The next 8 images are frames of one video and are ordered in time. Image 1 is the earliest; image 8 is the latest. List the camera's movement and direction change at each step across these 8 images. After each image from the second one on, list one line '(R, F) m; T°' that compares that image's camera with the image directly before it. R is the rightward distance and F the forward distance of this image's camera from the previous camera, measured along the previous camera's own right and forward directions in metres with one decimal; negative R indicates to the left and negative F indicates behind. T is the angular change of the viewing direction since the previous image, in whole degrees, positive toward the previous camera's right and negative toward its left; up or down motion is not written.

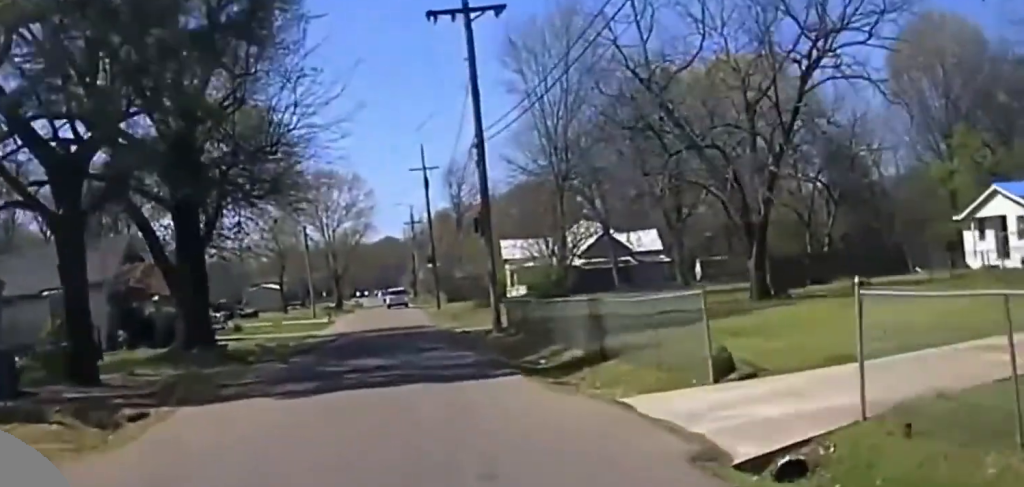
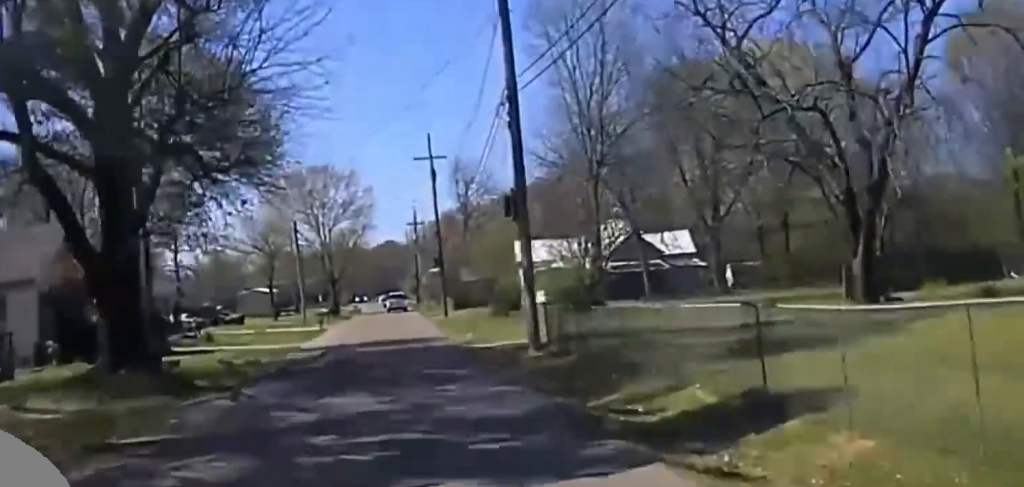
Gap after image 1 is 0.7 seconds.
(+0.1, +8.8) m; 0°
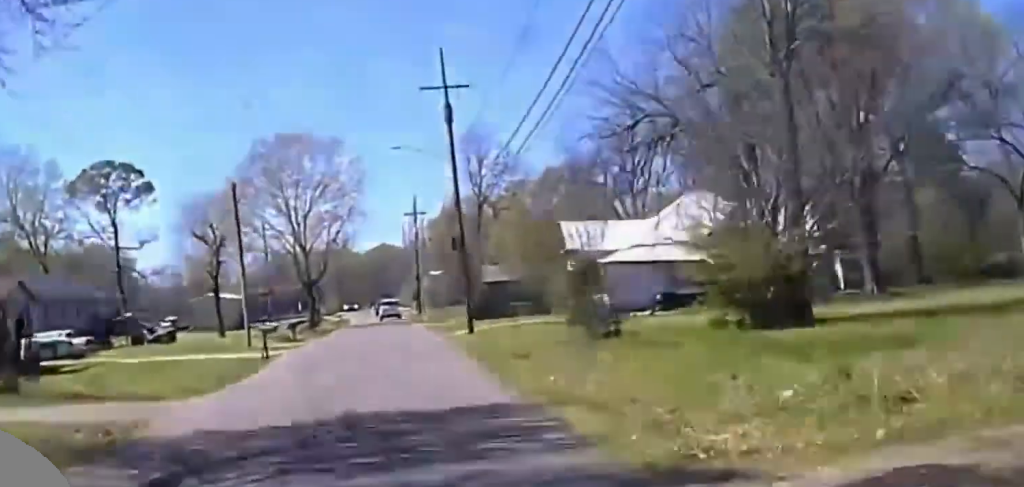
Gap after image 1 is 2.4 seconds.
(-0.2, +29.7) m; -1°
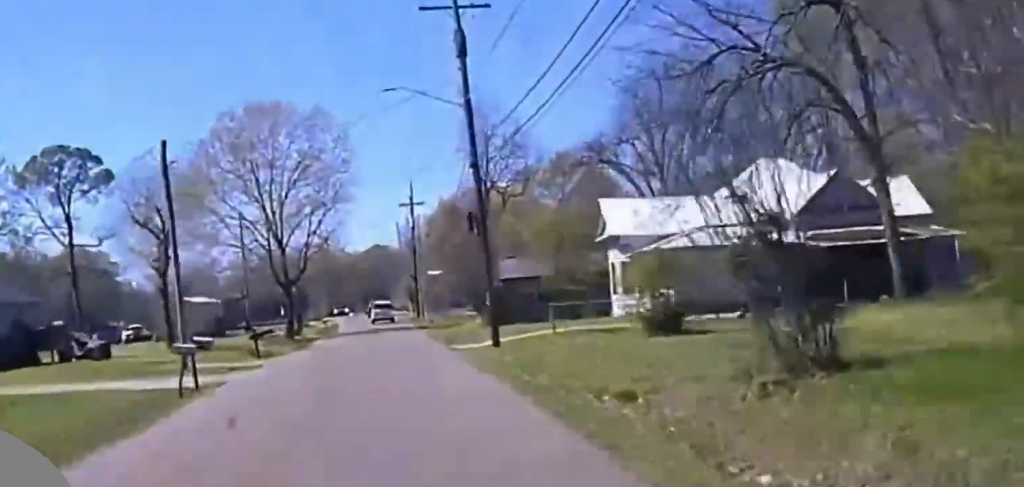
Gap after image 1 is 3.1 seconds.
(0.0, +14.5) m; 0°
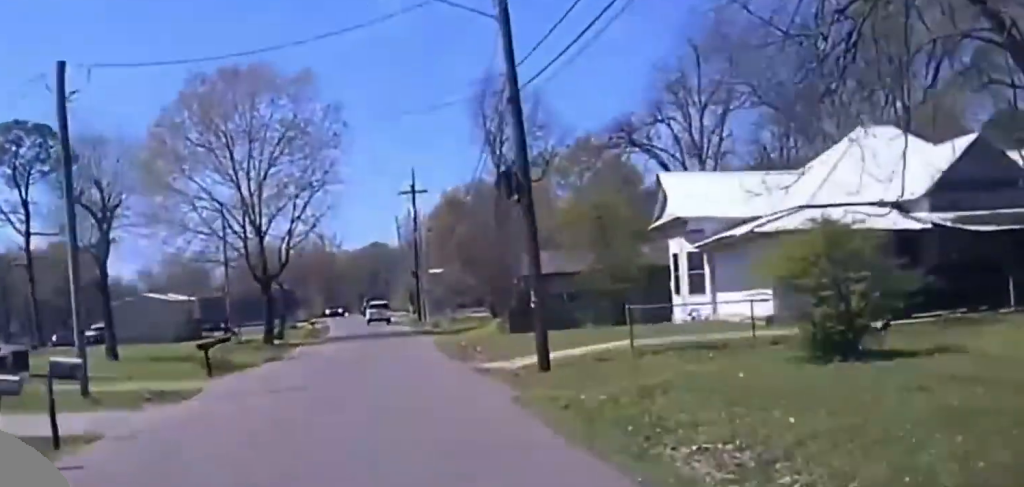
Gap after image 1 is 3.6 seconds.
(0.0, +10.6) m; 0°
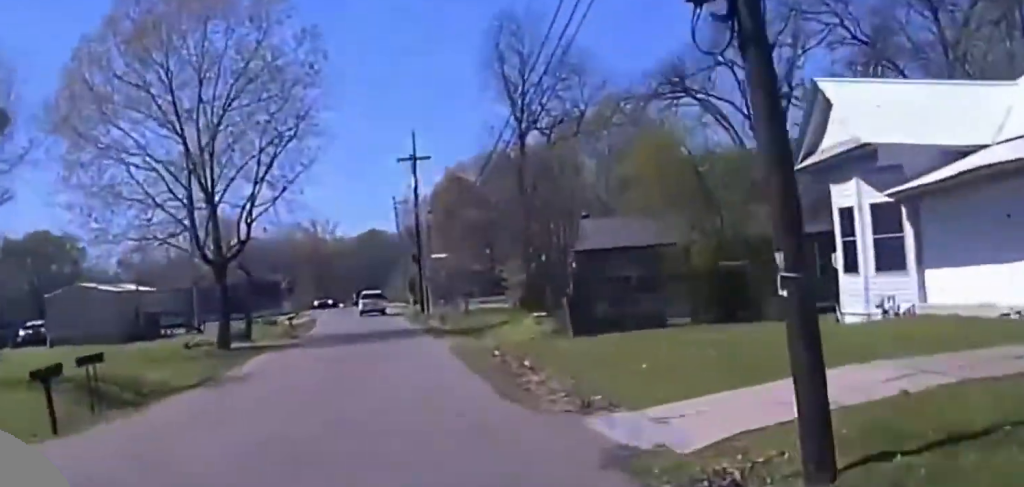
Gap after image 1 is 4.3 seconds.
(0.0, +14.2) m; 0°
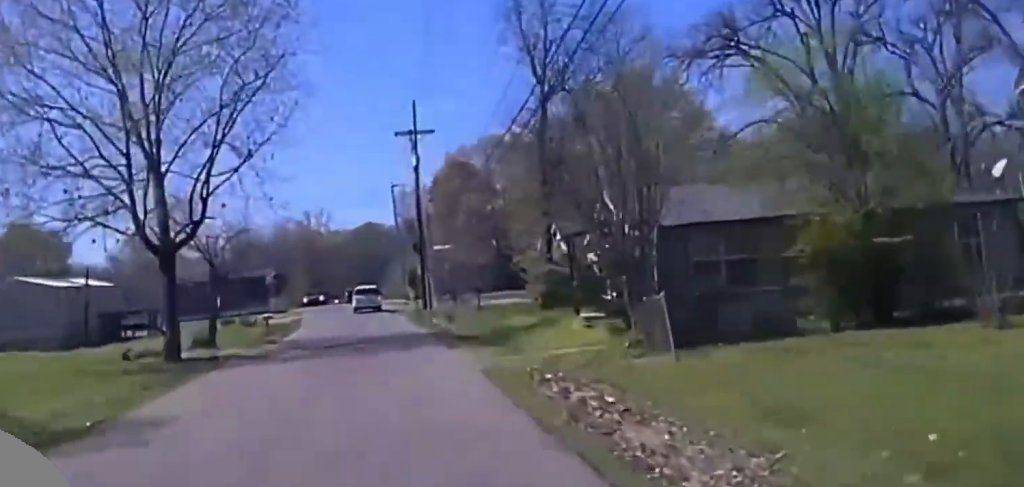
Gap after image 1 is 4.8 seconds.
(0.0, +9.5) m; 0°
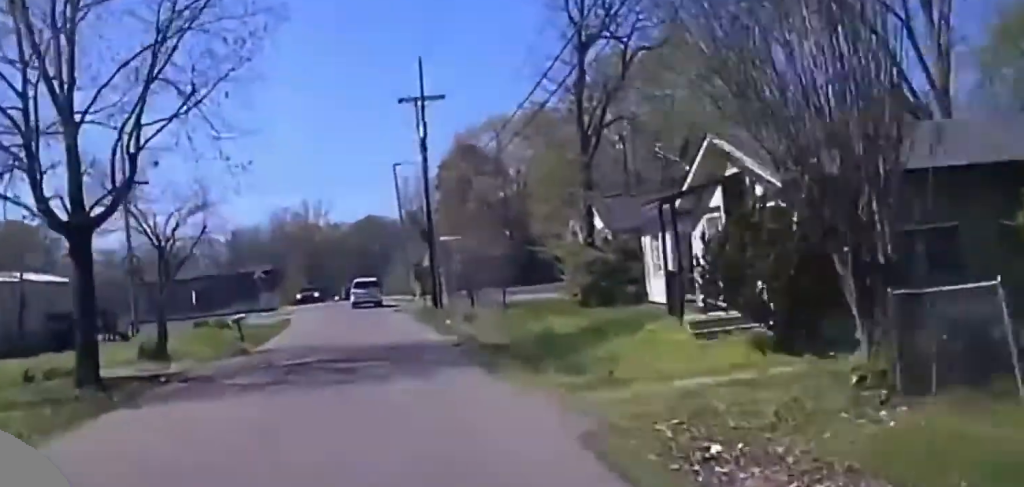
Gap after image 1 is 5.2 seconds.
(0.0, +9.8) m; 0°
